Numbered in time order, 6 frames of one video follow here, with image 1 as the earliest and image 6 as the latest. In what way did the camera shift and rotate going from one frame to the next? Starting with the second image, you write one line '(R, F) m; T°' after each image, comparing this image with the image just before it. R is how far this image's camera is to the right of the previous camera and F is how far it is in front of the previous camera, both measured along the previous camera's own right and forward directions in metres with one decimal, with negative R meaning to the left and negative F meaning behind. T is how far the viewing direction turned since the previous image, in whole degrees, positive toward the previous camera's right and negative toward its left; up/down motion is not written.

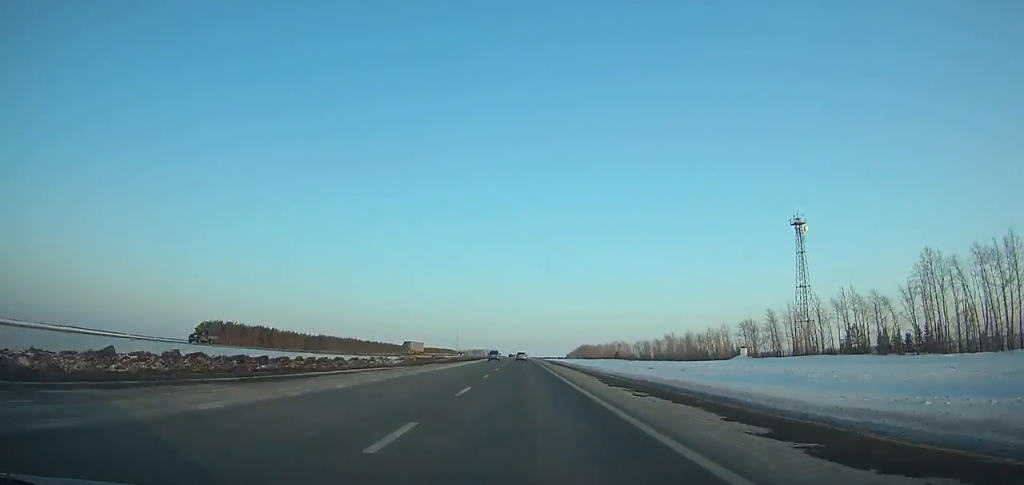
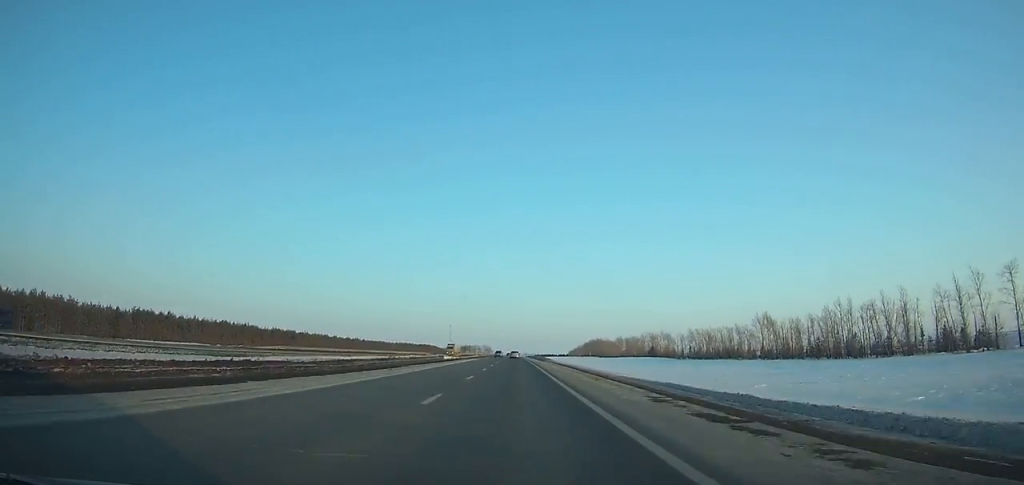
(-0.2, +120.3) m; 0°
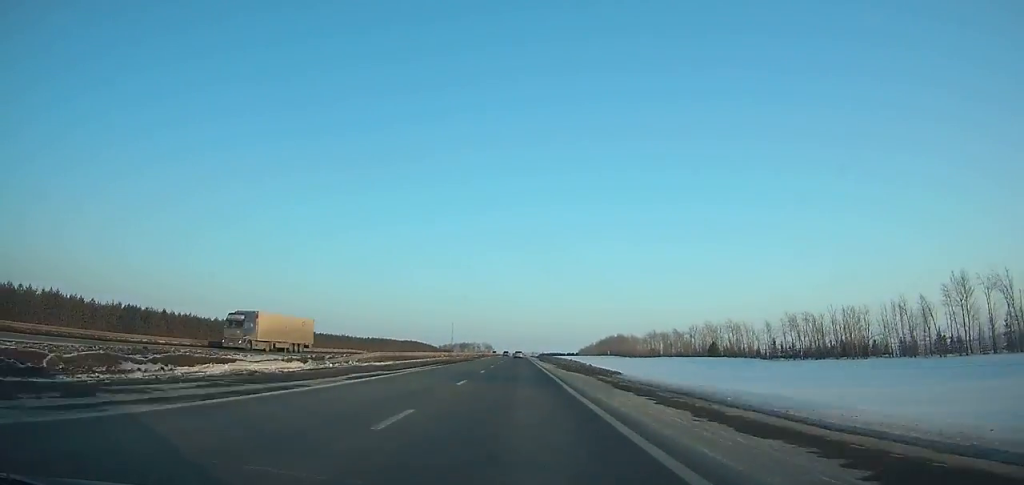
(-0.3, +87.1) m; 0°
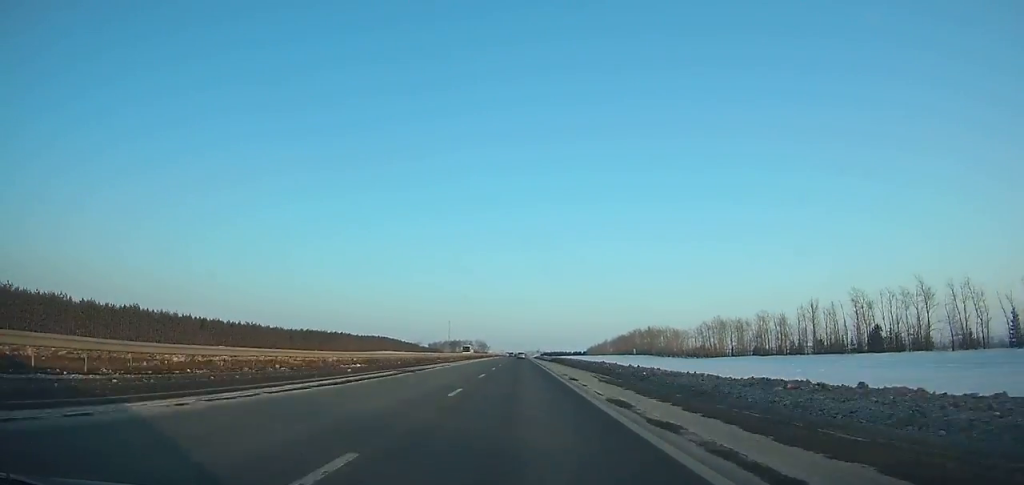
(+0.1, +100.5) m; 0°
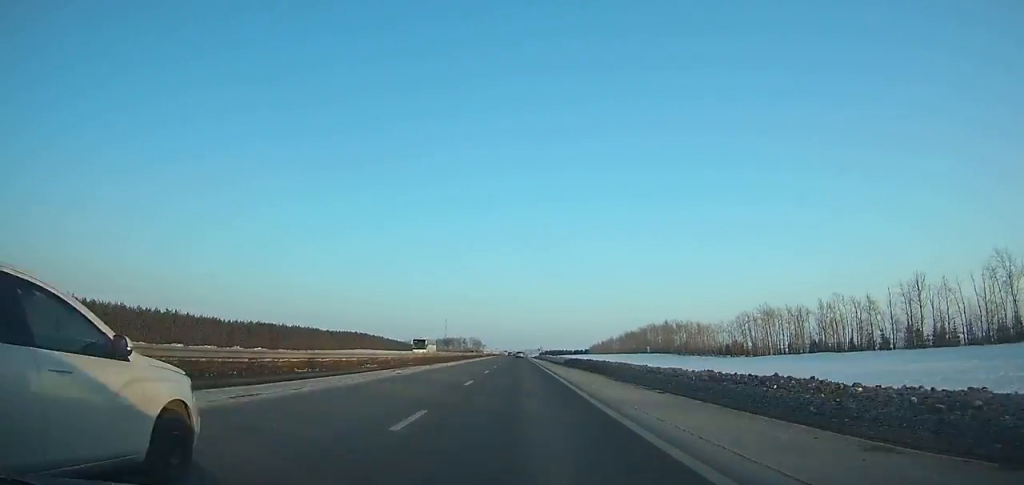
(0.0, +42.8) m; 0°
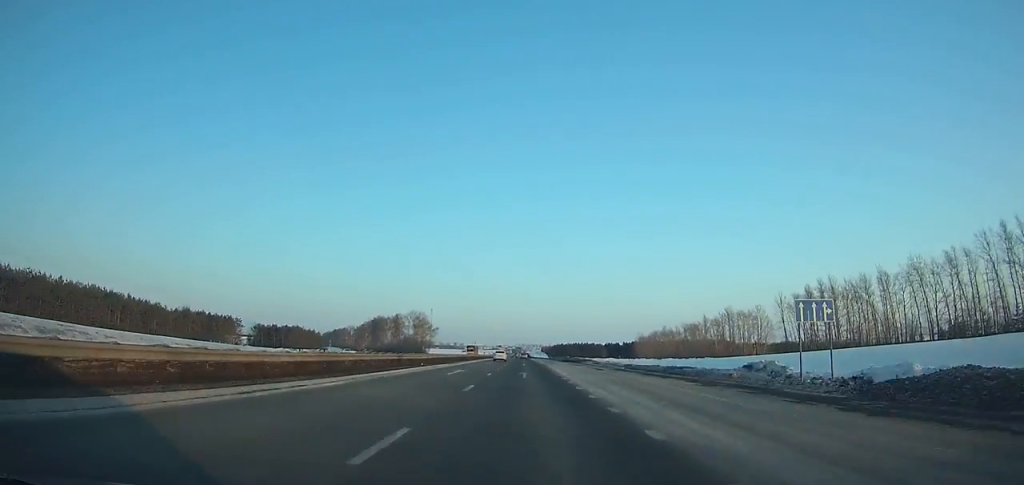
(+0.8, +273.9) m; +1°
